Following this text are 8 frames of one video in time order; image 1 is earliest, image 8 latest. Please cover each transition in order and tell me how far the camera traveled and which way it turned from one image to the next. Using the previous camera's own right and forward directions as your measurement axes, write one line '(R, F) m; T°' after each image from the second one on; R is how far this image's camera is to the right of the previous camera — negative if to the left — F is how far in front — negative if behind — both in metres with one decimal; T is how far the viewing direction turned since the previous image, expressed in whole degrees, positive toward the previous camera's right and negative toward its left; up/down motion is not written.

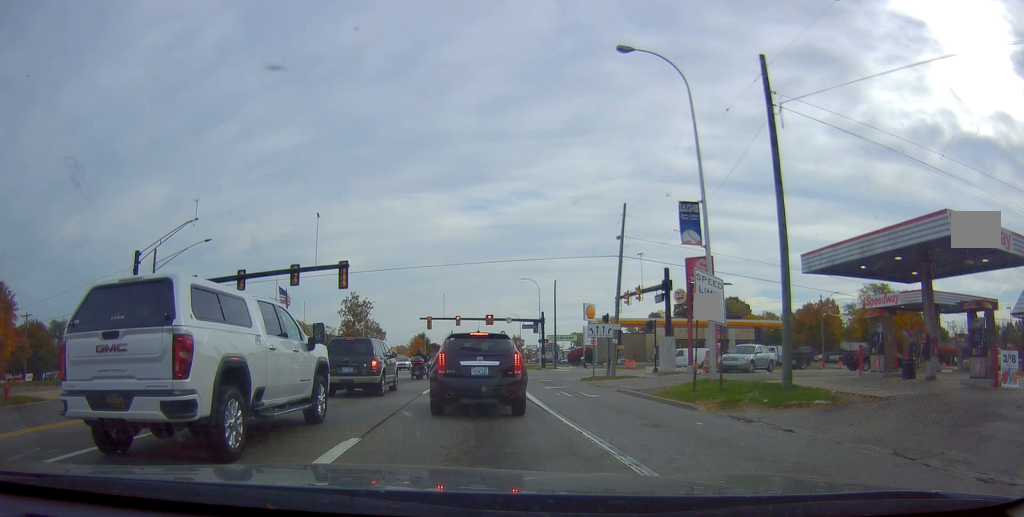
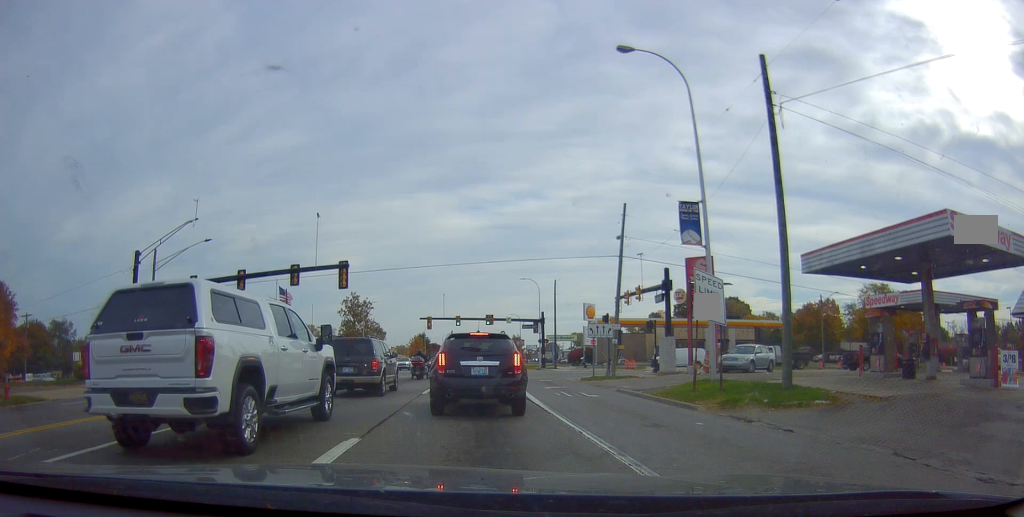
(0.0, 0.0) m; 0°
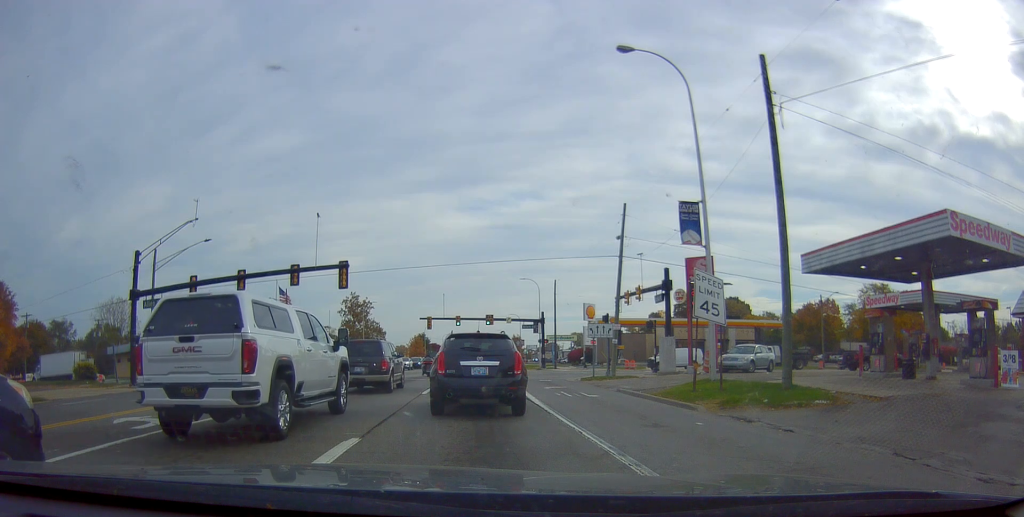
(0.0, 0.0) m; 0°
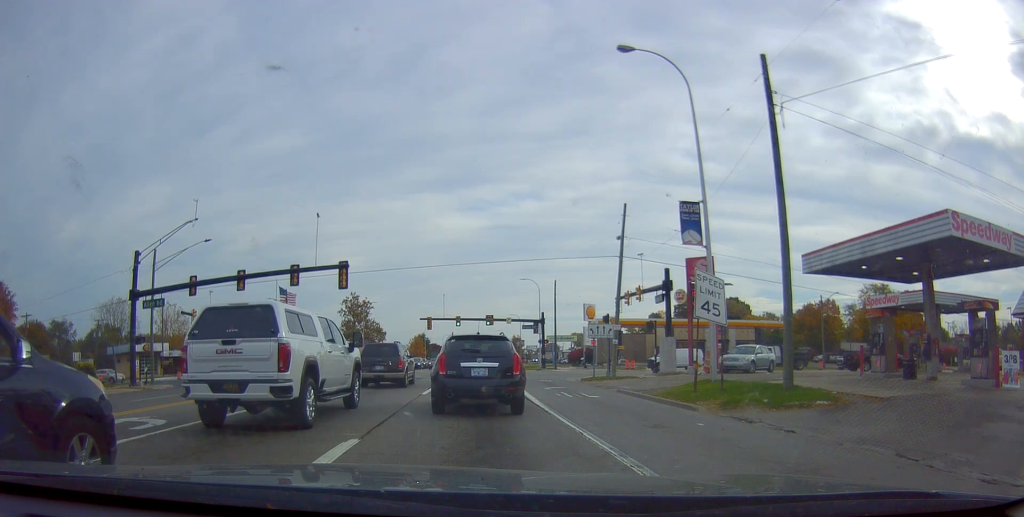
(0.0, 0.0) m; 0°
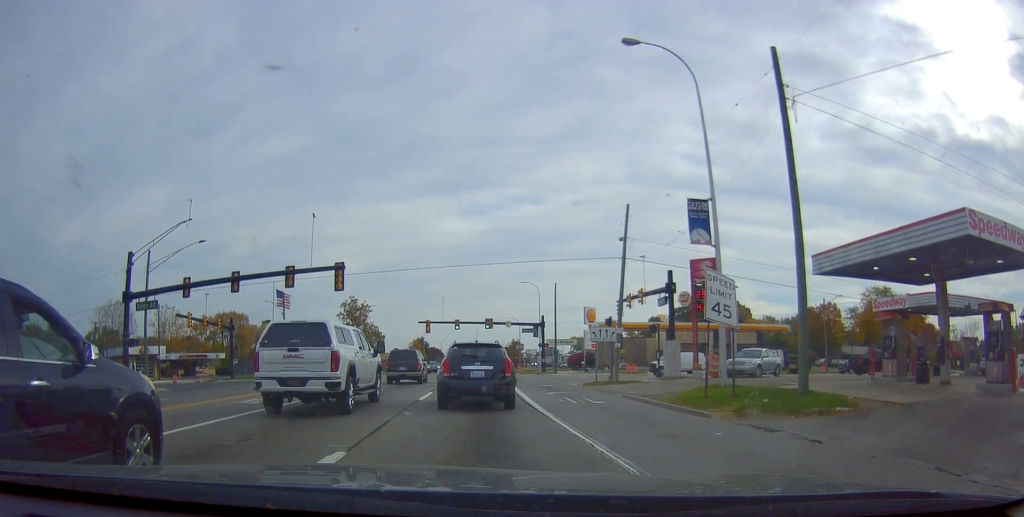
(0.0, +0.3) m; 0°
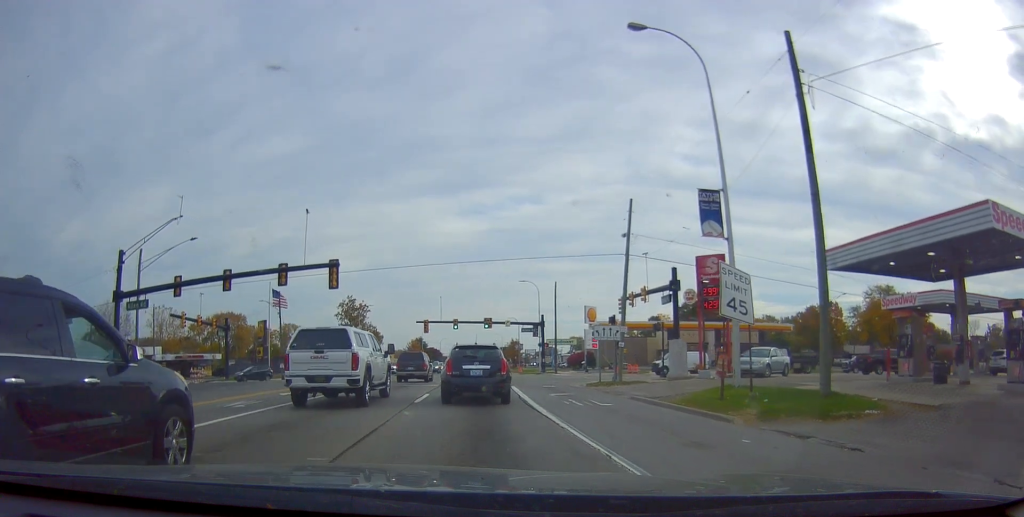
(0.0, +0.6) m; 0°
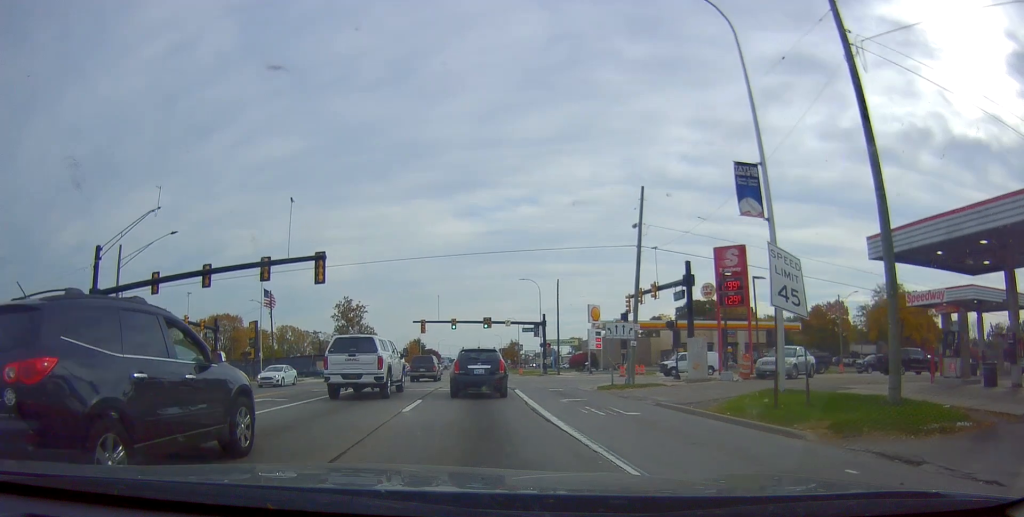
(0.0, +2.0) m; 0°
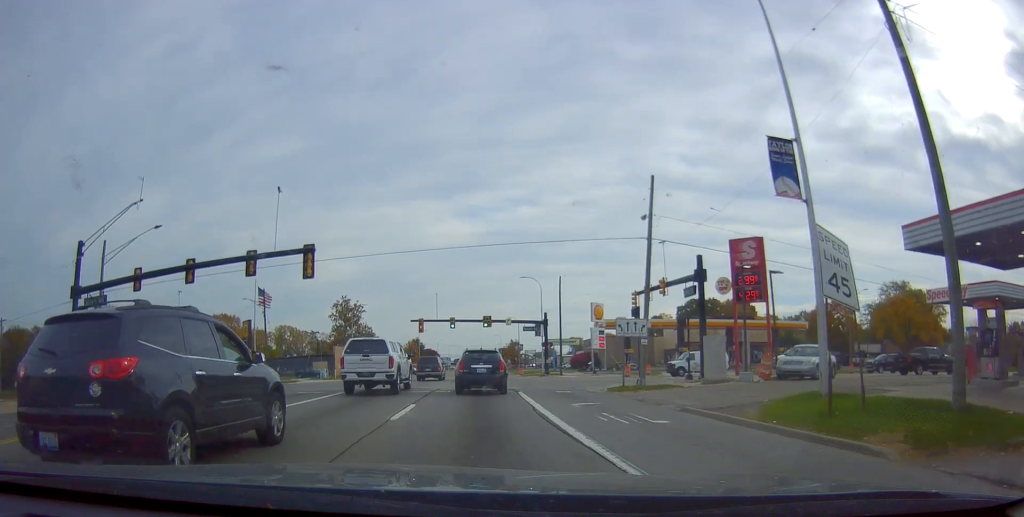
(0.0, +1.7) m; 0°
